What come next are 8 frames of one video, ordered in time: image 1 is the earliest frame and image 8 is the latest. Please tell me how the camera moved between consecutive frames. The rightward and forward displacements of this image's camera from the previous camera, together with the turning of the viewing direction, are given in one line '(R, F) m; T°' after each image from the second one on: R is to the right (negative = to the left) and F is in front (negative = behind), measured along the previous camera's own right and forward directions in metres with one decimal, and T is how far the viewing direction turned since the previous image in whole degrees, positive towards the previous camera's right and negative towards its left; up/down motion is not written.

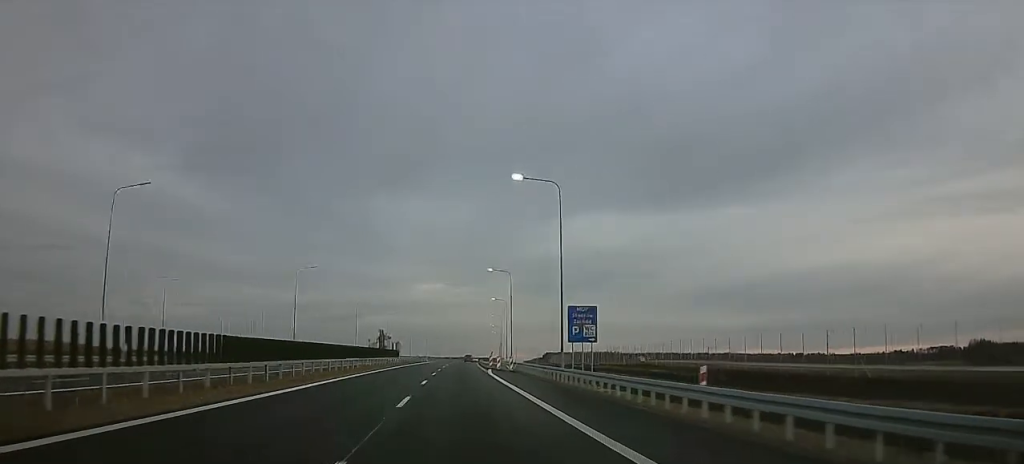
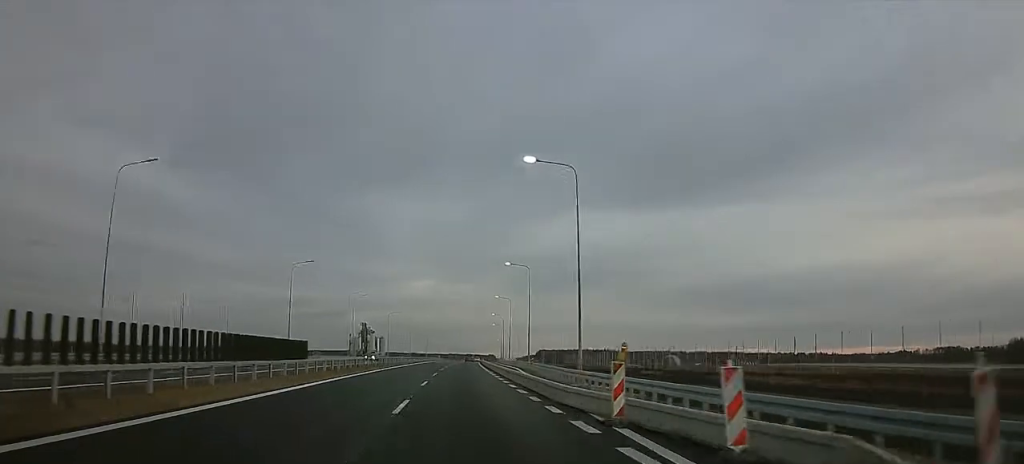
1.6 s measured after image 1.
(+0.1, +49.2) m; 0°
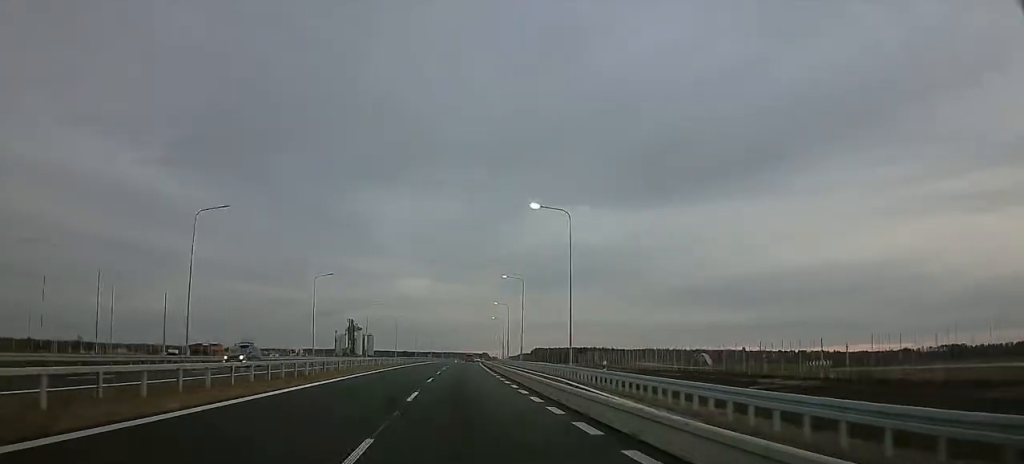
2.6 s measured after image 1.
(-0.1, +31.8) m; 0°
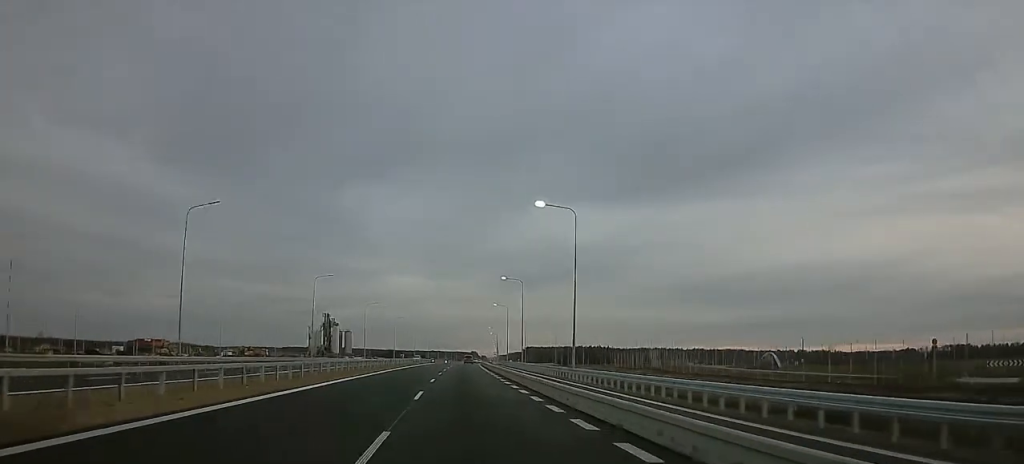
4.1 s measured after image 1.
(+1.0, +46.4) m; +3°
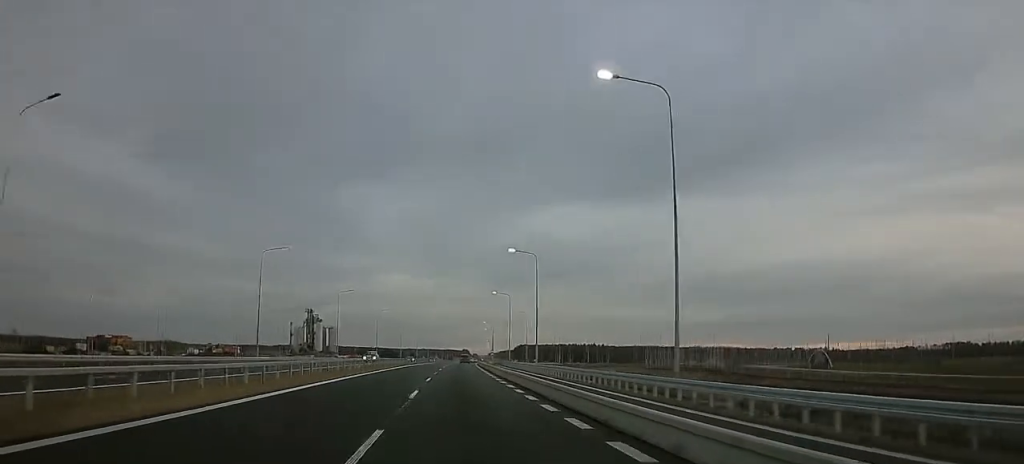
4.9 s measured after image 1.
(+0.1, +23.7) m; 0°
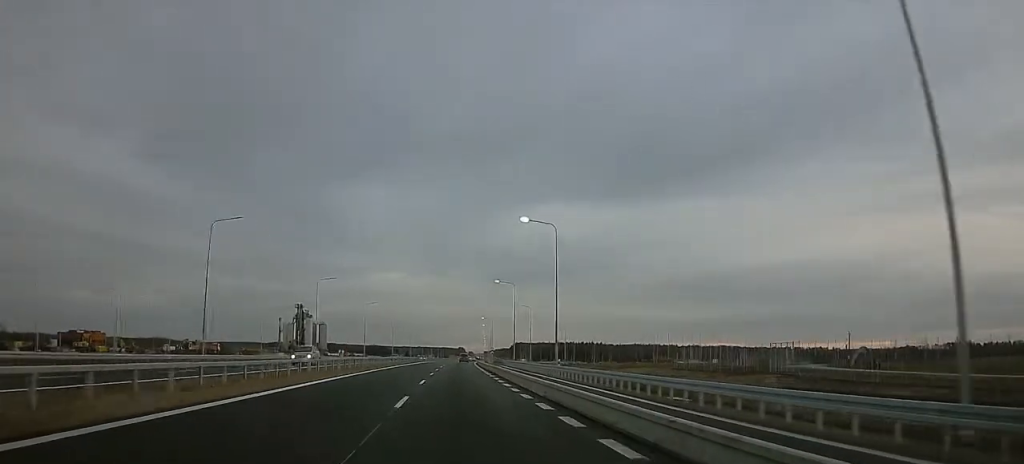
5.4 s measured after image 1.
(0.0, +15.5) m; 0°
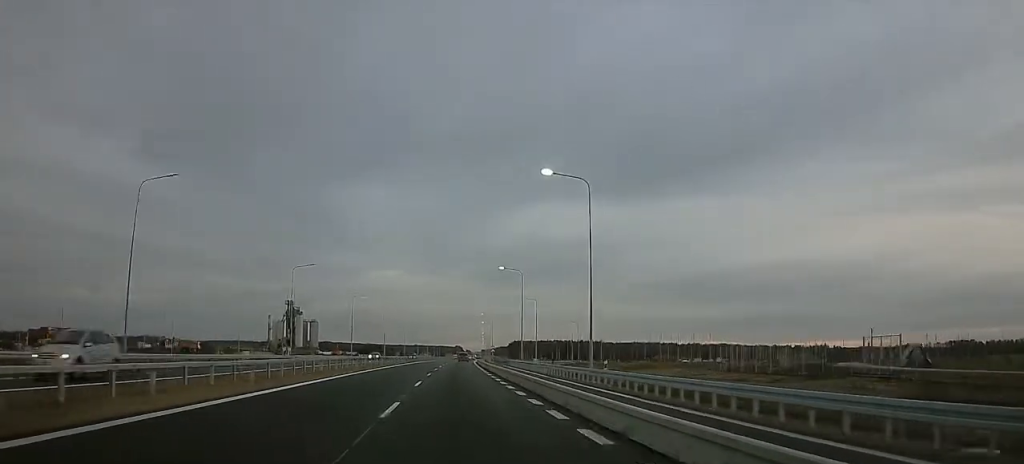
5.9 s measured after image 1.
(0.0, +14.5) m; 0°
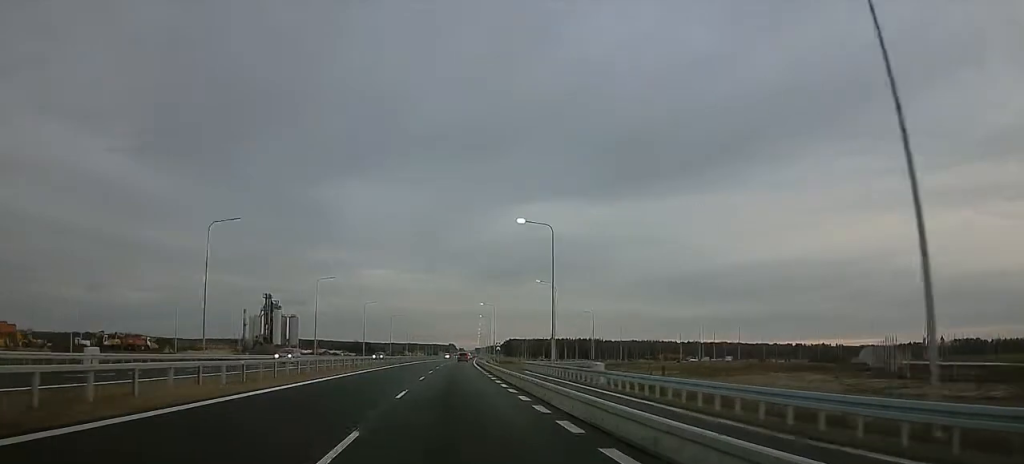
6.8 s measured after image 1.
(-0.1, +29.9) m; 0°
